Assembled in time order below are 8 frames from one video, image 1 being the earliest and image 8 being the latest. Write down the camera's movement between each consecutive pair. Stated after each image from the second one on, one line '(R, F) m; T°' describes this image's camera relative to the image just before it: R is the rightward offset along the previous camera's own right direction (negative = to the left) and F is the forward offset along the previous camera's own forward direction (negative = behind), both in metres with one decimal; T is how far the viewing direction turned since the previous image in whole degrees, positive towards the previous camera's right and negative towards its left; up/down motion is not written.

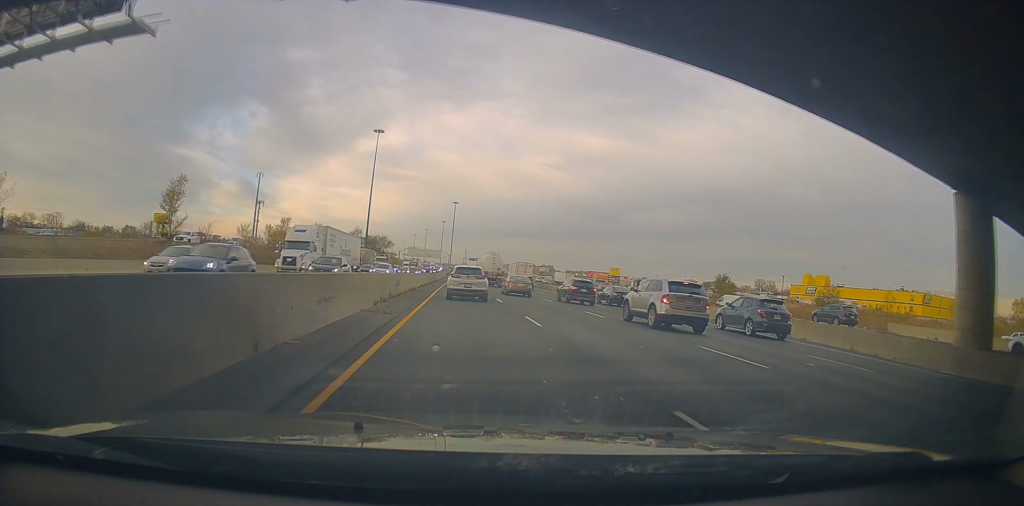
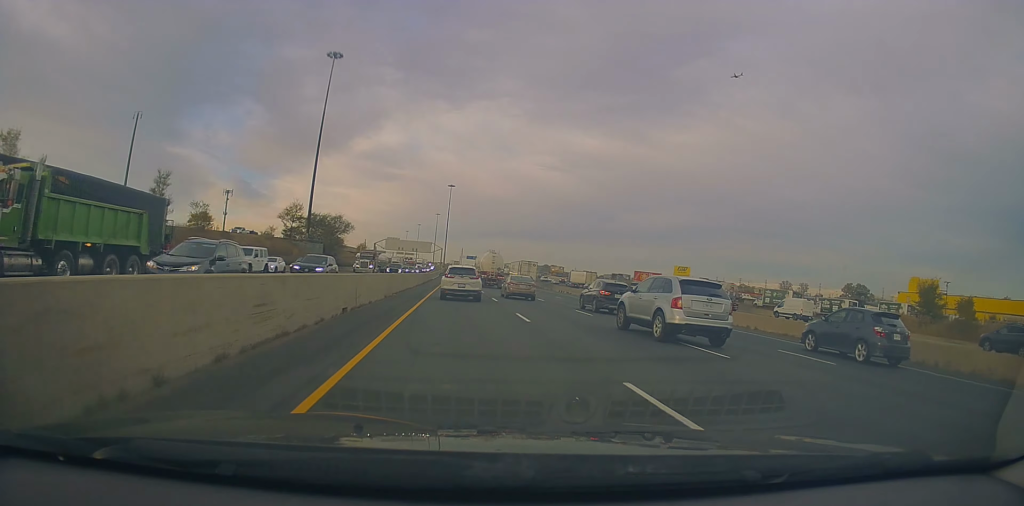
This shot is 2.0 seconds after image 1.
(+0.6, +60.2) m; +1°
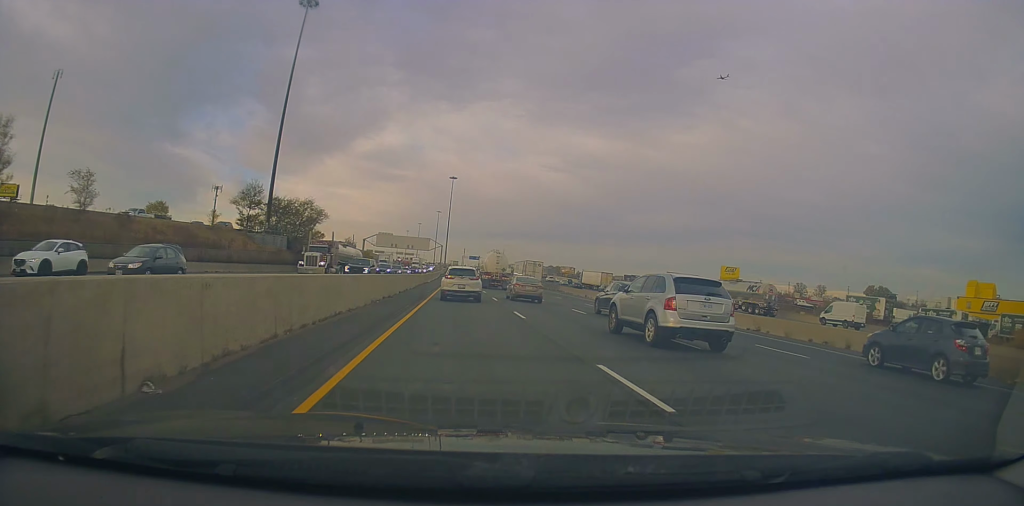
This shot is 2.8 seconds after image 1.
(-0.2, +22.7) m; 0°
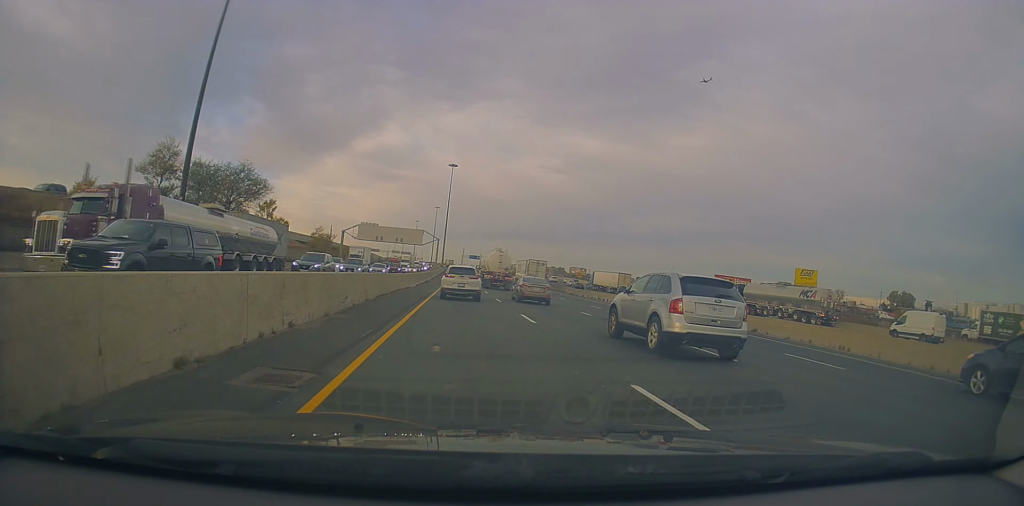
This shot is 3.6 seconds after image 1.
(+0.5, +25.7) m; -1°
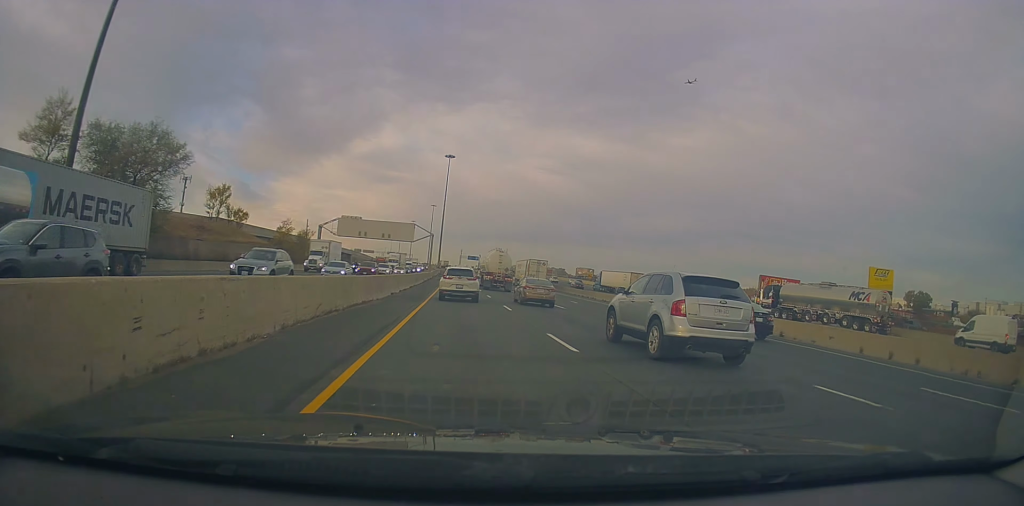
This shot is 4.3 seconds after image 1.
(-0.7, +18.3) m; 0°
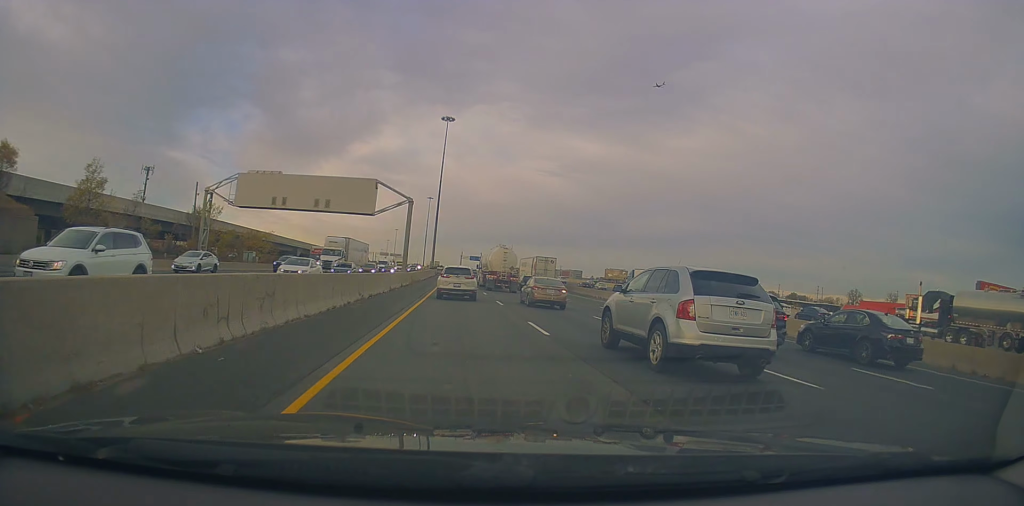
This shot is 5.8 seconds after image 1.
(+0.7, +45.8) m; +1°
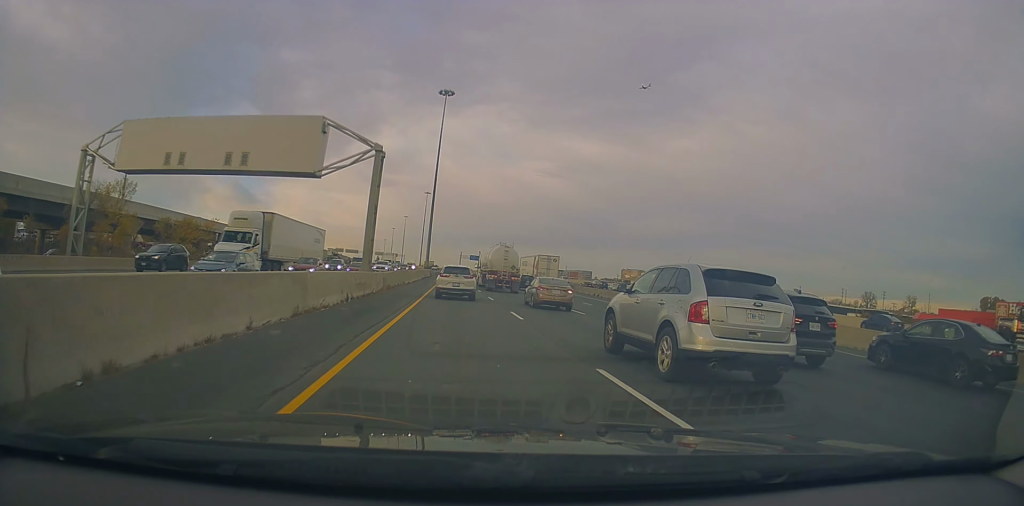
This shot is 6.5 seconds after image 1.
(-0.4, +20.9) m; 0°
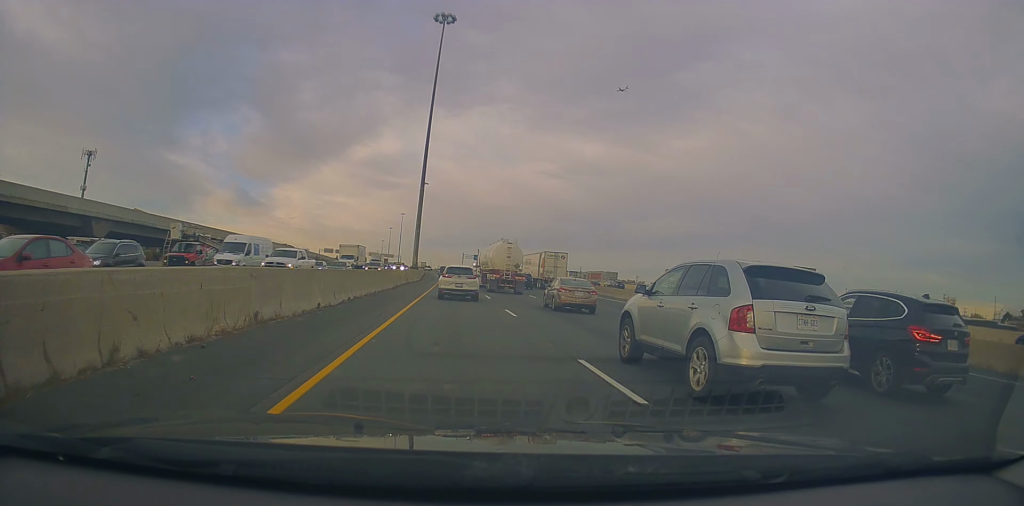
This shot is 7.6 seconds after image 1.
(+0.5, +34.9) m; 0°
